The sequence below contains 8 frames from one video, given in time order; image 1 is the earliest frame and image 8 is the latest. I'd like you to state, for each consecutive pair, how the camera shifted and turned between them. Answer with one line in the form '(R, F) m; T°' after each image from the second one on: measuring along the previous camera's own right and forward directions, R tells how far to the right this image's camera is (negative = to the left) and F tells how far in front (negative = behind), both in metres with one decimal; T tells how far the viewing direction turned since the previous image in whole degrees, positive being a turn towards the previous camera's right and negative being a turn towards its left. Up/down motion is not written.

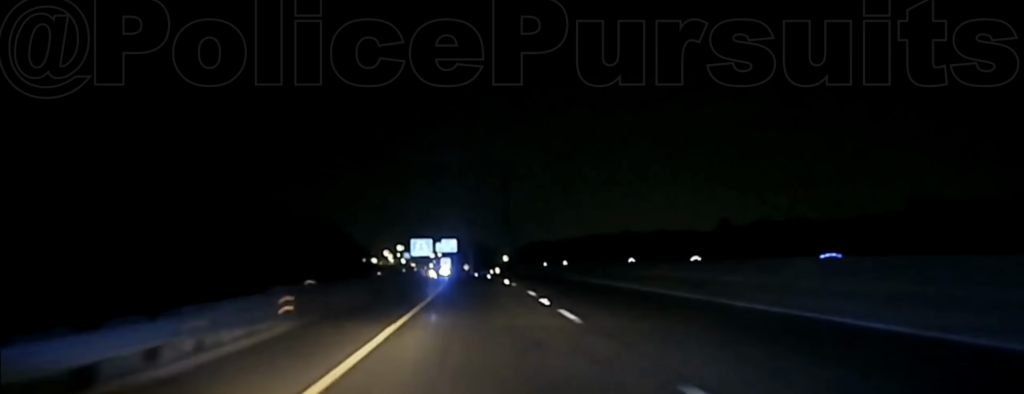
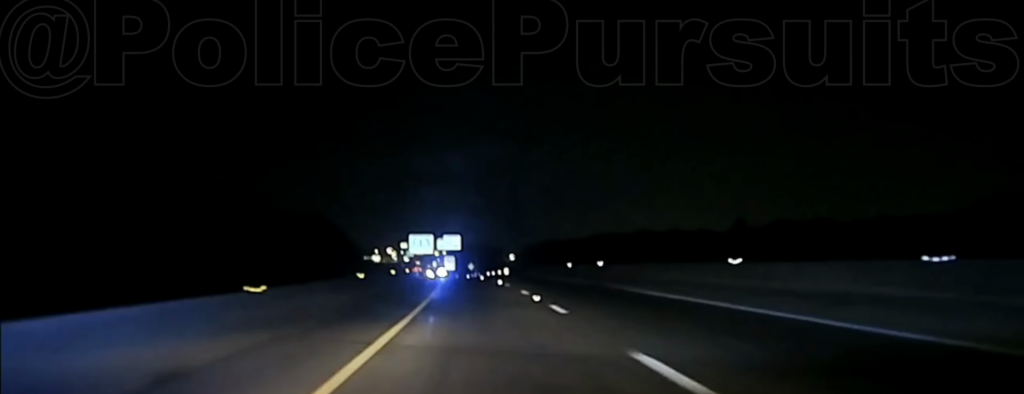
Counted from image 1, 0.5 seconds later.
(-0.2, +19.7) m; -1°
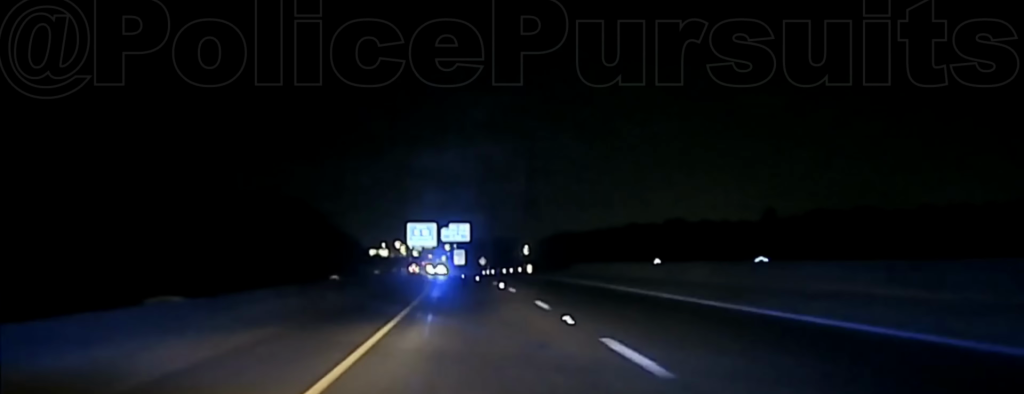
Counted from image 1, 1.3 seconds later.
(-0.2, +33.3) m; -1°
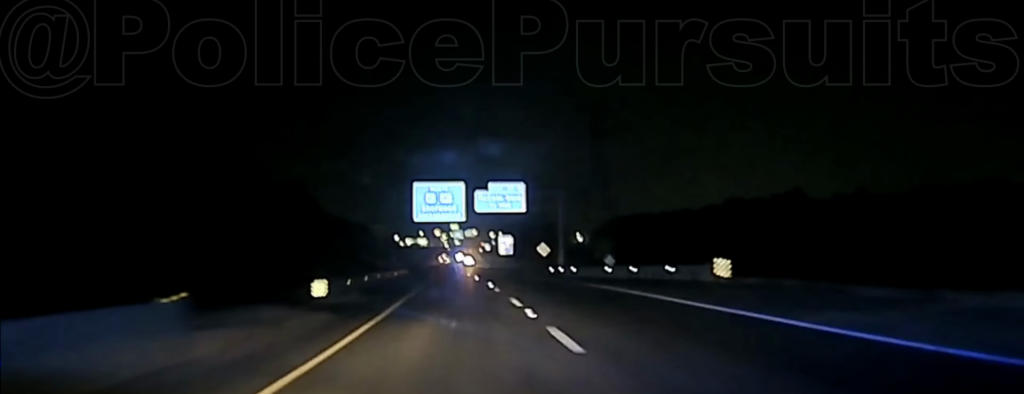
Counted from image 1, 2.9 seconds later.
(-1.6, +70.4) m; -2°
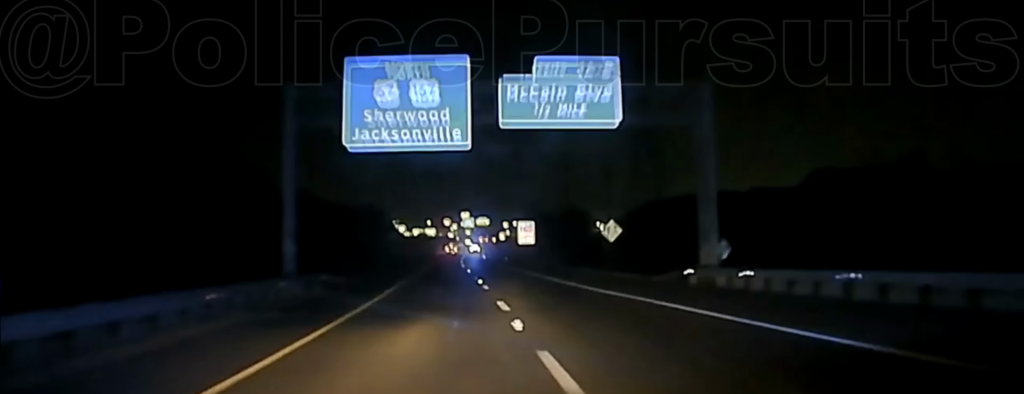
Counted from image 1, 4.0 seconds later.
(-0.3, +54.2) m; -1°
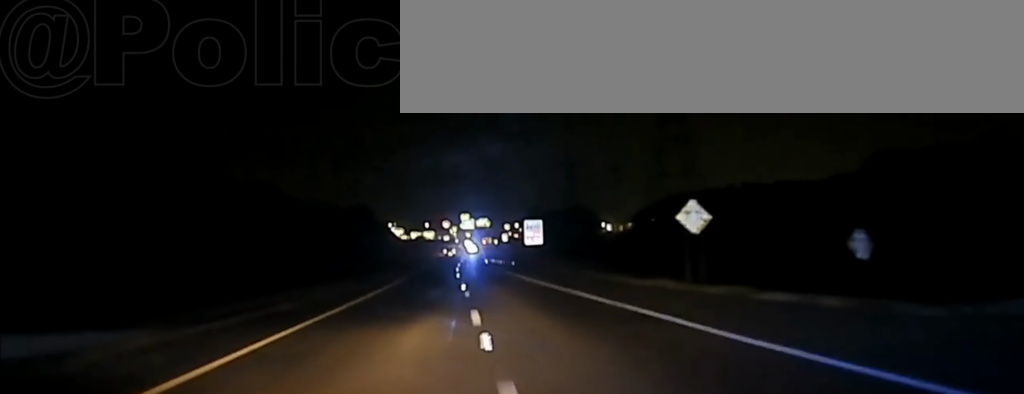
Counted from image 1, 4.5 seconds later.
(-0.2, +29.6) m; 0°
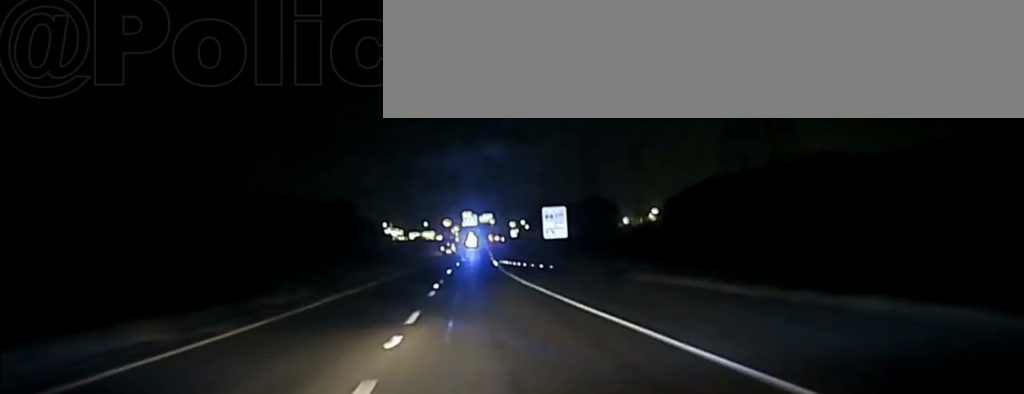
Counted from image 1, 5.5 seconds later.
(-0.1, +46.1) m; 0°
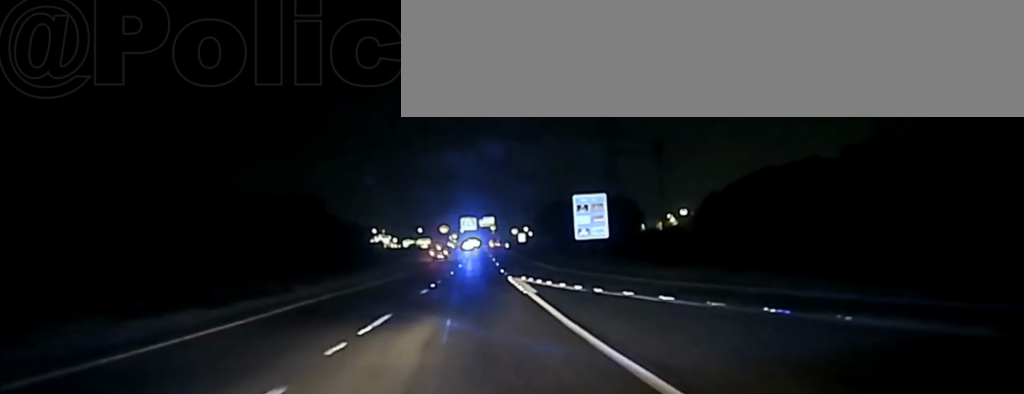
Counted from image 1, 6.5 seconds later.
(+0.1, +44.5) m; 0°
